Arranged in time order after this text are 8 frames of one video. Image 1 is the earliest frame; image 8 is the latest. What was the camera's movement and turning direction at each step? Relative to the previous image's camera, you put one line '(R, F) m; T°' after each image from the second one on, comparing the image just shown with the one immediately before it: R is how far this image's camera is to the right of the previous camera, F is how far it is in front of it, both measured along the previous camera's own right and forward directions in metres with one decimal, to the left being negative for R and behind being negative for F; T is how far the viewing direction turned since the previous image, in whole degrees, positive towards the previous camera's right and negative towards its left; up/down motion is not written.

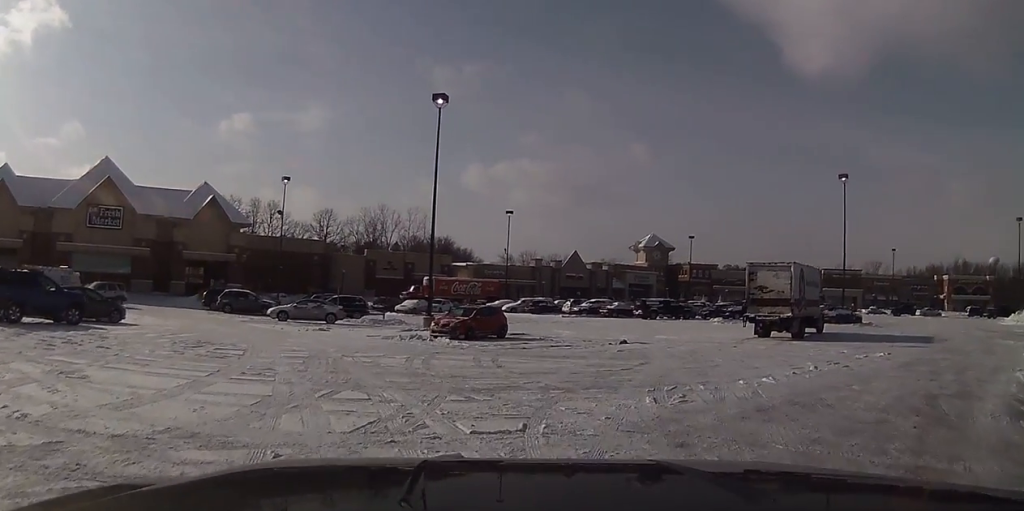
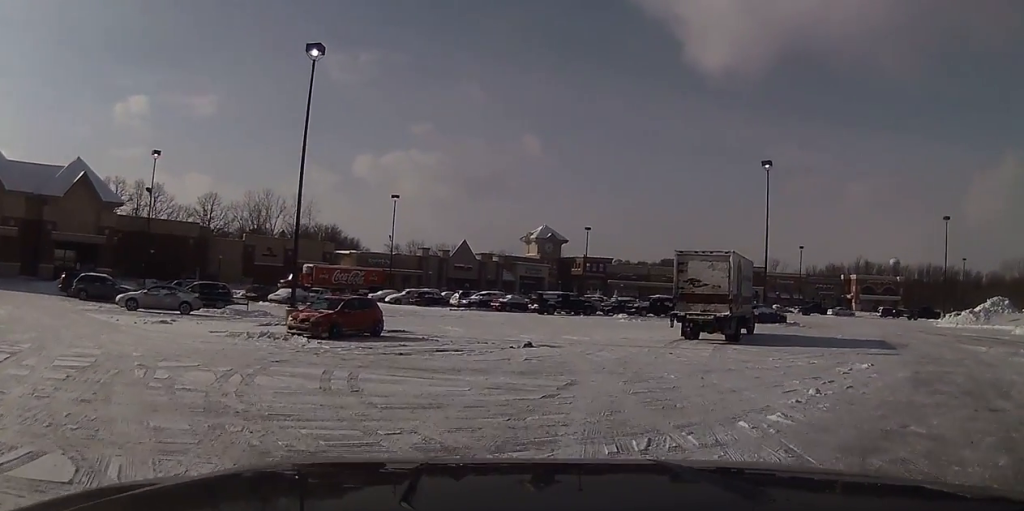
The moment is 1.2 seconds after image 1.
(+0.8, +5.6) m; +16°
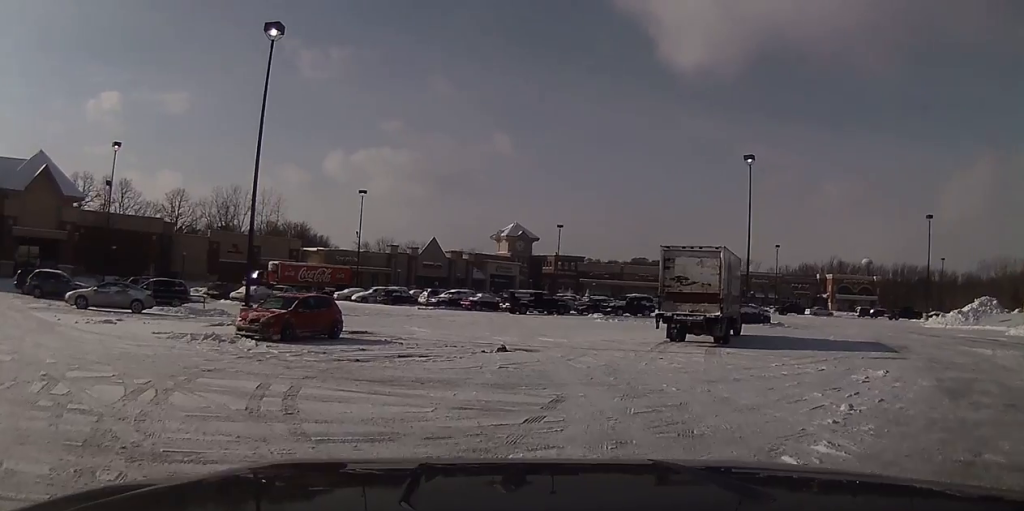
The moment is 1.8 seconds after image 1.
(+0.2, +2.4) m; +4°
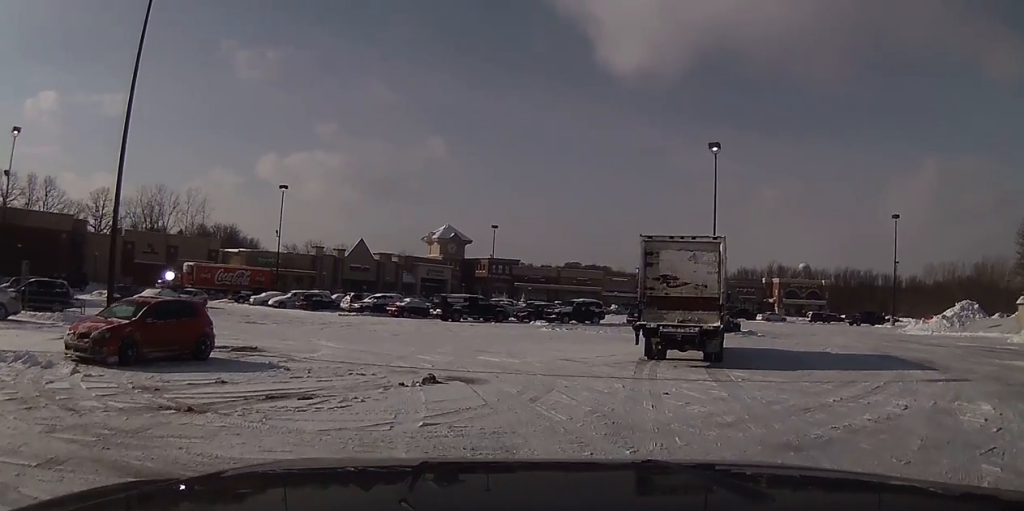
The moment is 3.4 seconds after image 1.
(0.0, +6.6) m; 0°
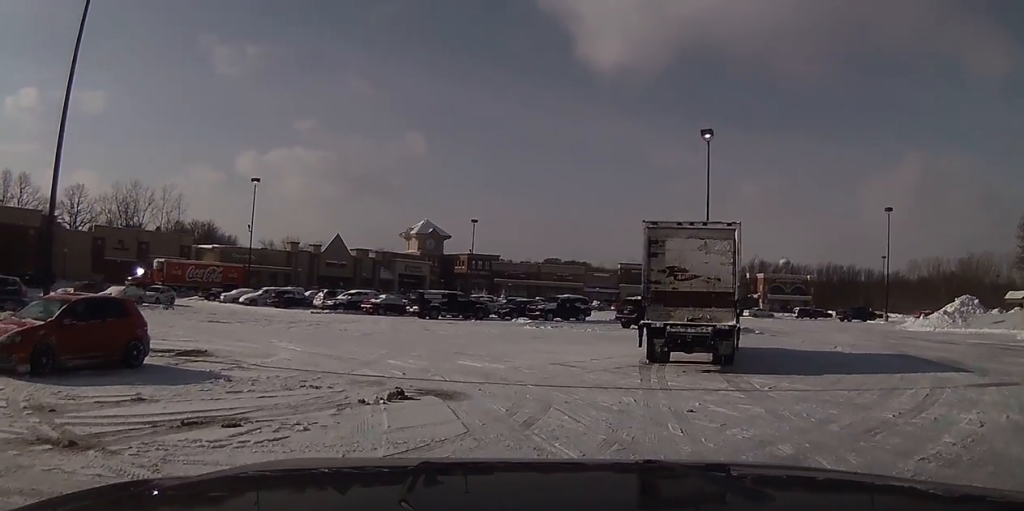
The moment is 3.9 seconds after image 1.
(0.0, +2.4) m; +3°
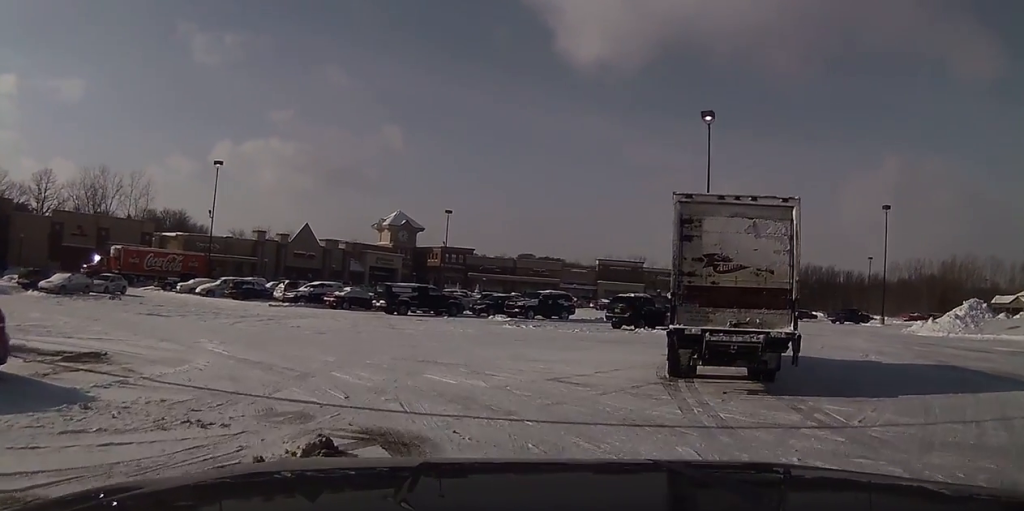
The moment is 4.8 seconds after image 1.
(+0.1, +4.1) m; +4°
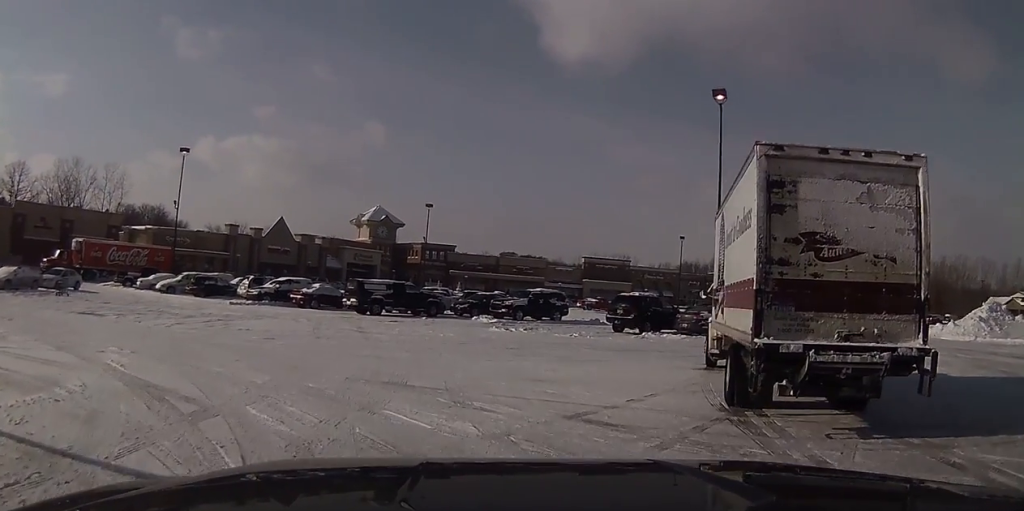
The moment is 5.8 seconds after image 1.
(+0.2, +4.7) m; 0°
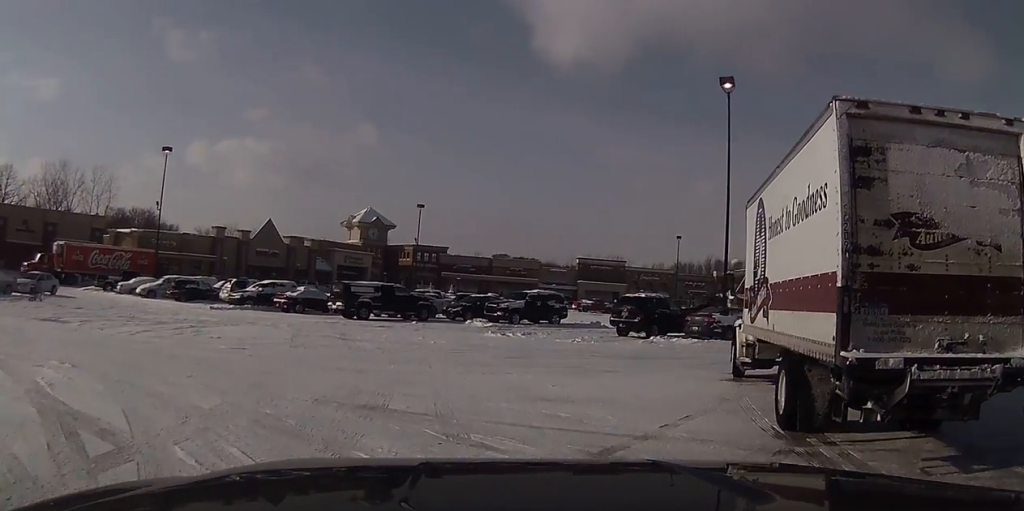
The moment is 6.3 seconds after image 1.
(-0.2, +2.4) m; 0°
